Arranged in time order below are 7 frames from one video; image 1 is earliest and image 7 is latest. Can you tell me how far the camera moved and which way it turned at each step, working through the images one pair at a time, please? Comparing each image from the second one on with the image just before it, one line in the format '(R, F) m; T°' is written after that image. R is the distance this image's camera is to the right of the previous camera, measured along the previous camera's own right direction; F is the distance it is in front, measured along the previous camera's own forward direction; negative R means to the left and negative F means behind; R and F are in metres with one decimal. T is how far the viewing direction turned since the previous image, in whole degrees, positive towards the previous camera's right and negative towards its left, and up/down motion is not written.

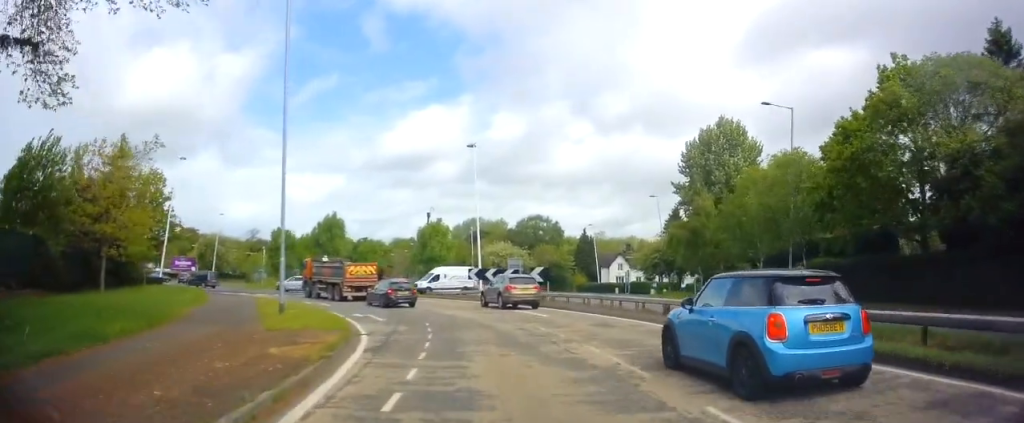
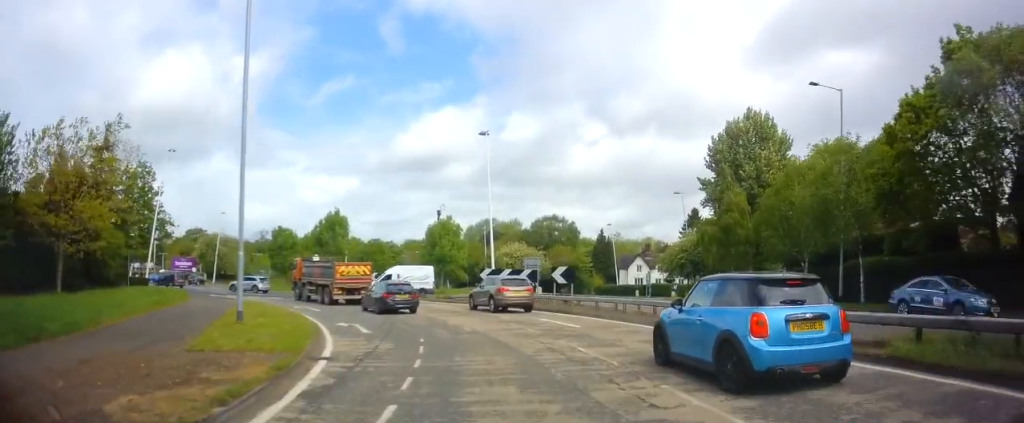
(-0.1, +4.9) m; -2°
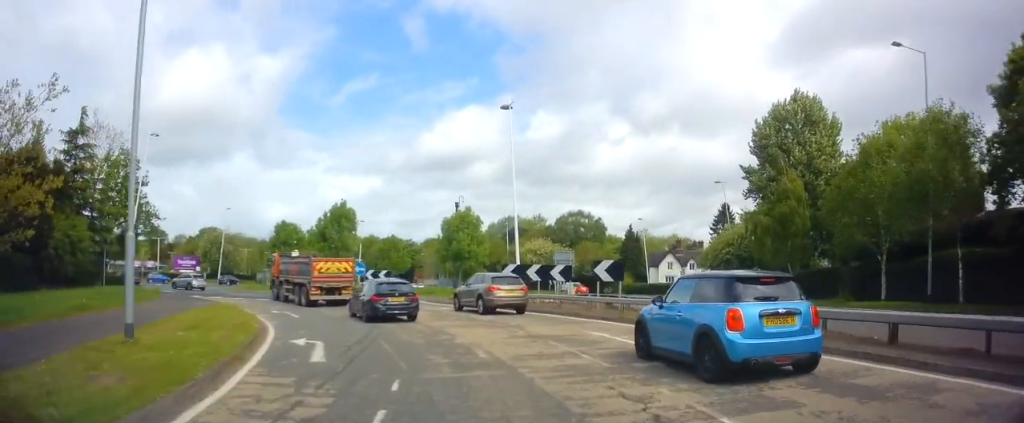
(-0.1, +6.4) m; -3°
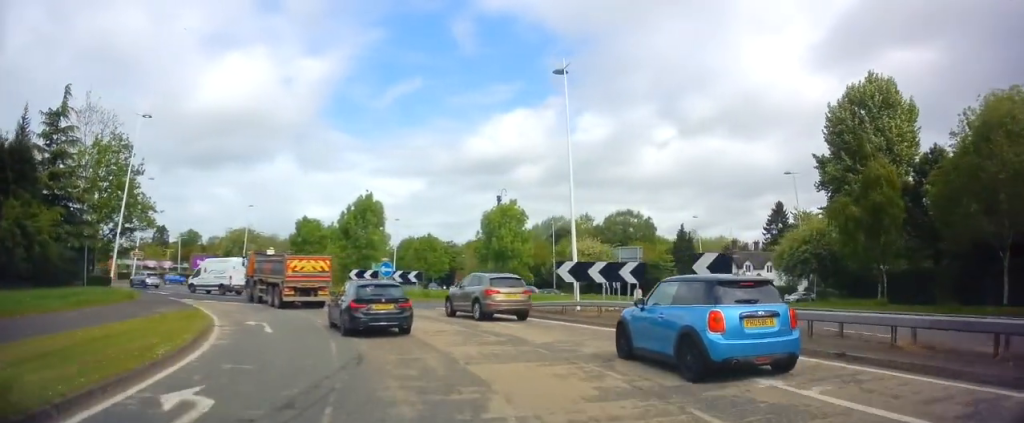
(-0.3, +7.0) m; -5°
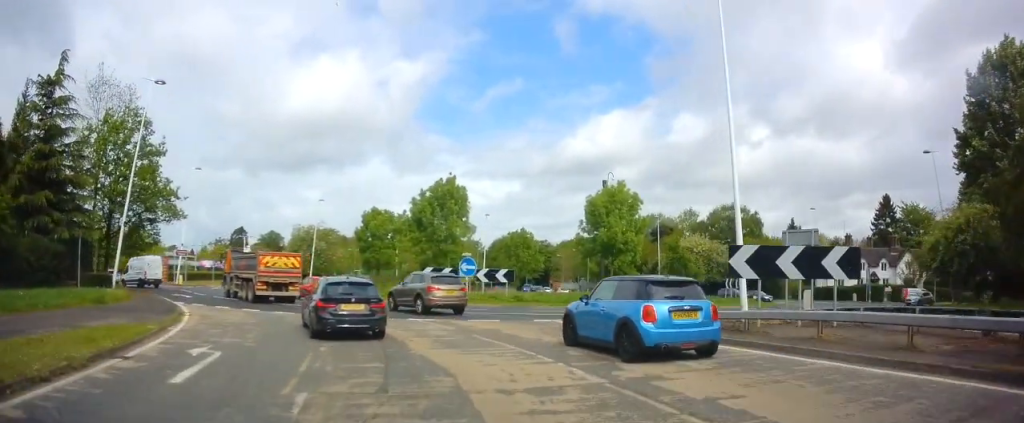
(-0.4, +9.2) m; -9°
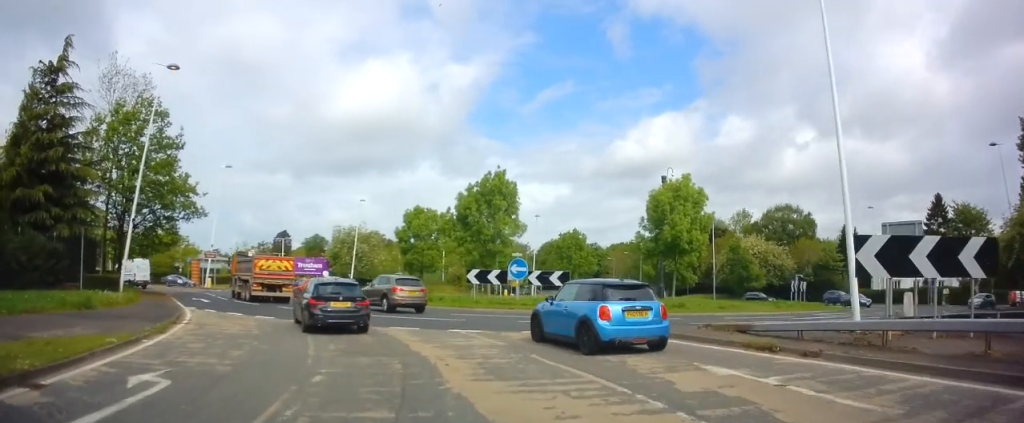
(-0.4, +3.7) m; -6°
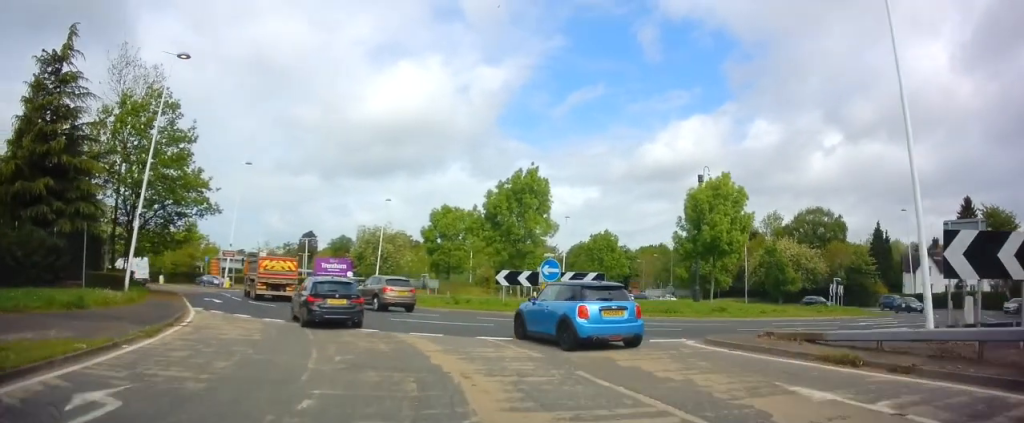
(-0.1, +1.9) m; -2°
